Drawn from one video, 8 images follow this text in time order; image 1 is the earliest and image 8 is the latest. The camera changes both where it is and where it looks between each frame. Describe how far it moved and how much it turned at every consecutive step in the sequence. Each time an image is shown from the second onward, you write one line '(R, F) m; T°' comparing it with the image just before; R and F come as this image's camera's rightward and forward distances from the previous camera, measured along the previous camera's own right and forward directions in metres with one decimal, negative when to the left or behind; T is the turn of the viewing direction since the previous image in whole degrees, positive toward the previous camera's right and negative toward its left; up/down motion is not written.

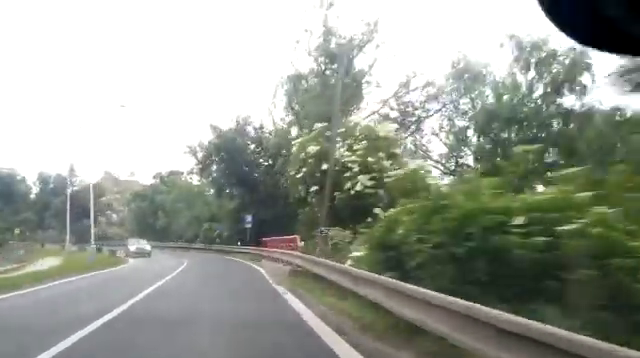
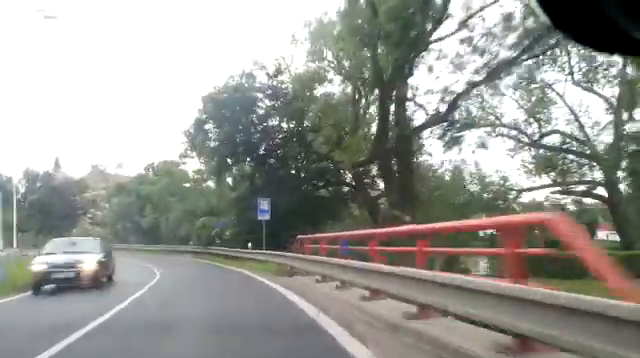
(-0.1, +13.3) m; -2°
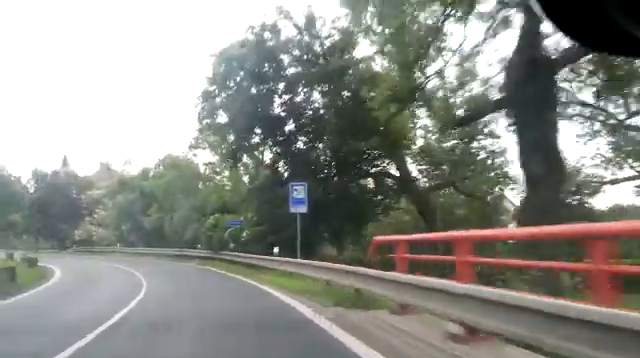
(-0.1, +6.8) m; -2°
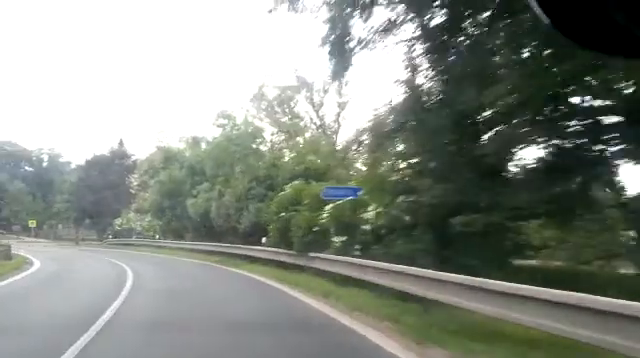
(-0.5, +13.8) m; -8°
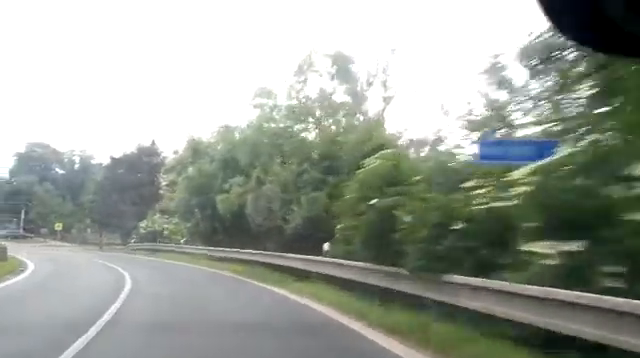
(+0.4, +6.1) m; -4°
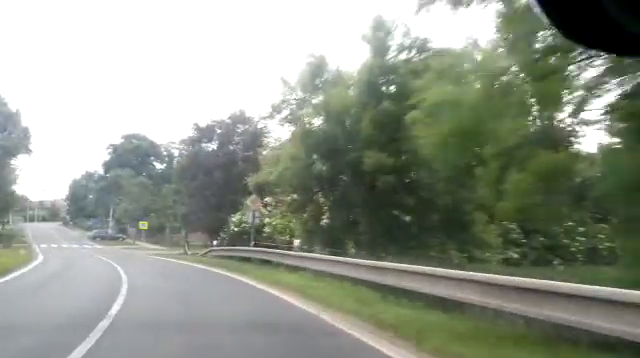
(-2.6, +16.7) m; -11°
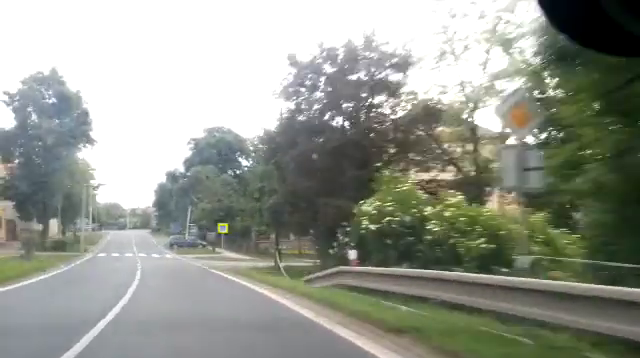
(-0.3, +14.5) m; -7°
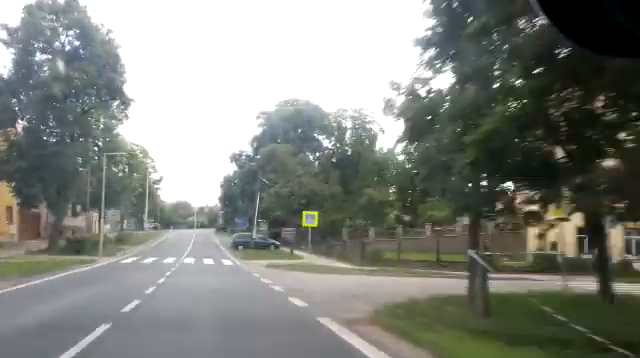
(-1.6, +16.0) m; -6°
